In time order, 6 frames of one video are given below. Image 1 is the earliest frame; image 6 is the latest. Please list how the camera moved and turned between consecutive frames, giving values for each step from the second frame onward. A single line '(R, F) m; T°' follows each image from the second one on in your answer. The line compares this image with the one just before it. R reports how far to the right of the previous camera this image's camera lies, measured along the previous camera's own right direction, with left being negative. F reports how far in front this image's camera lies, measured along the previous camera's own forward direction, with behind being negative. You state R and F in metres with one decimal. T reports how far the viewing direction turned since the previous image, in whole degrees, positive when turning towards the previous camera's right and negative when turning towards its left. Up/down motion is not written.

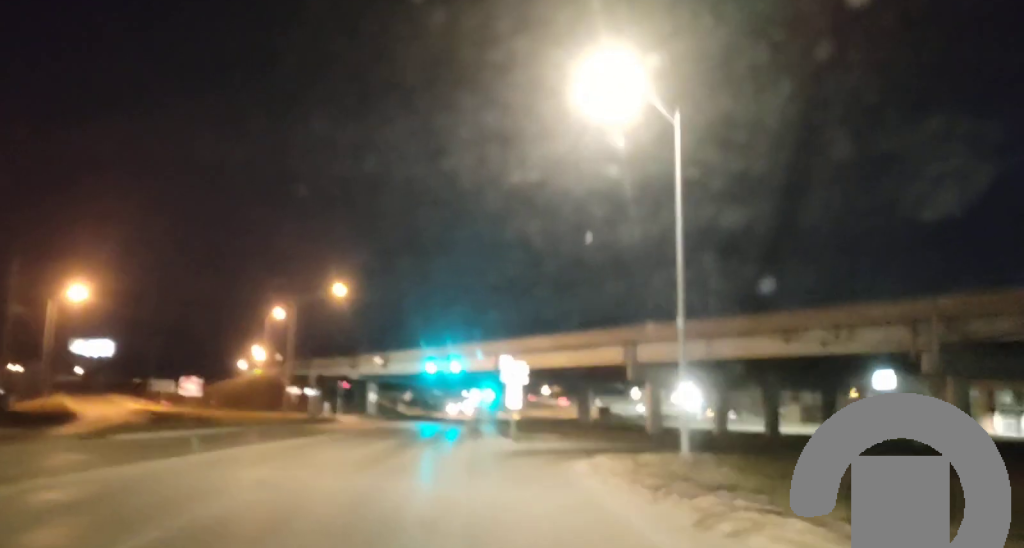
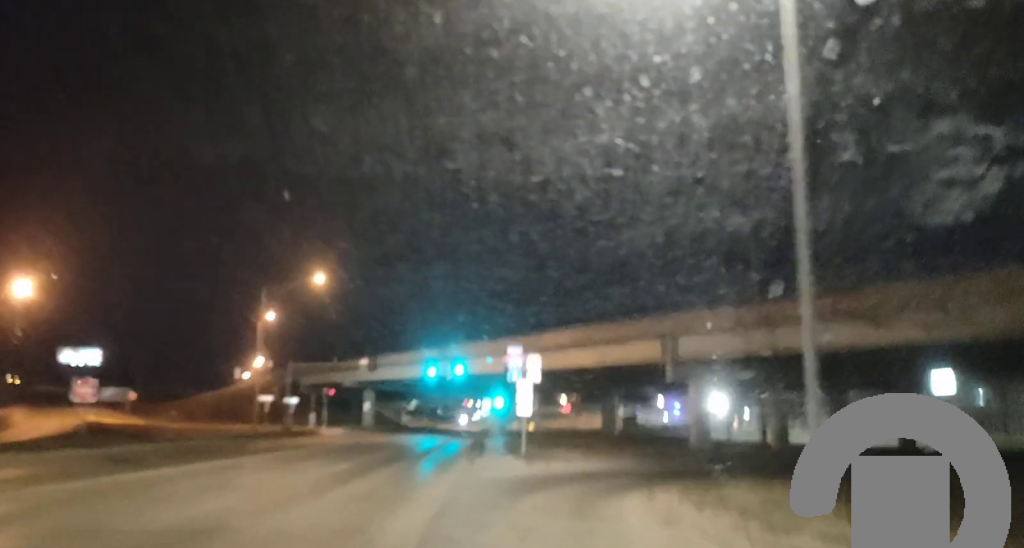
(0.0, +11.4) m; -1°
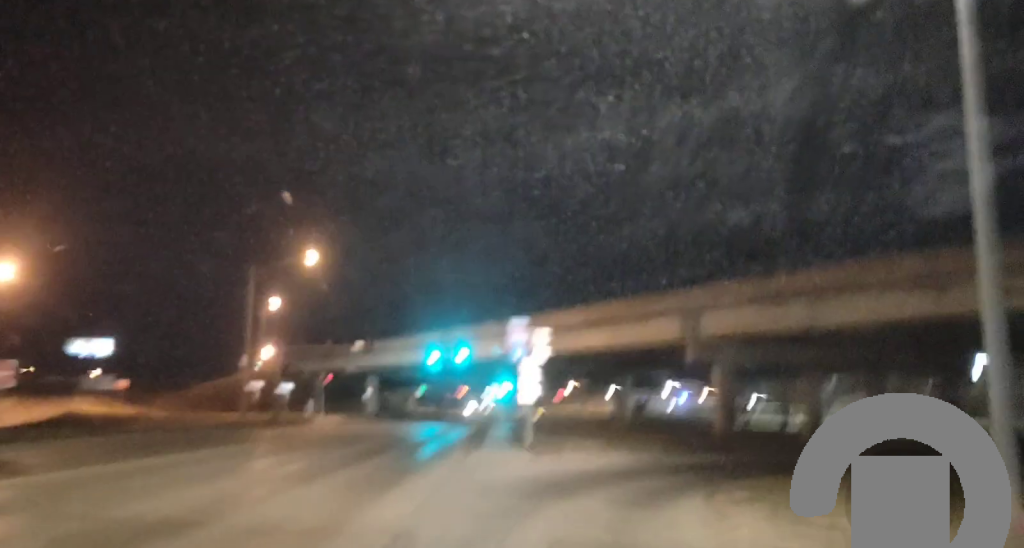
(-0.1, +6.4) m; 0°
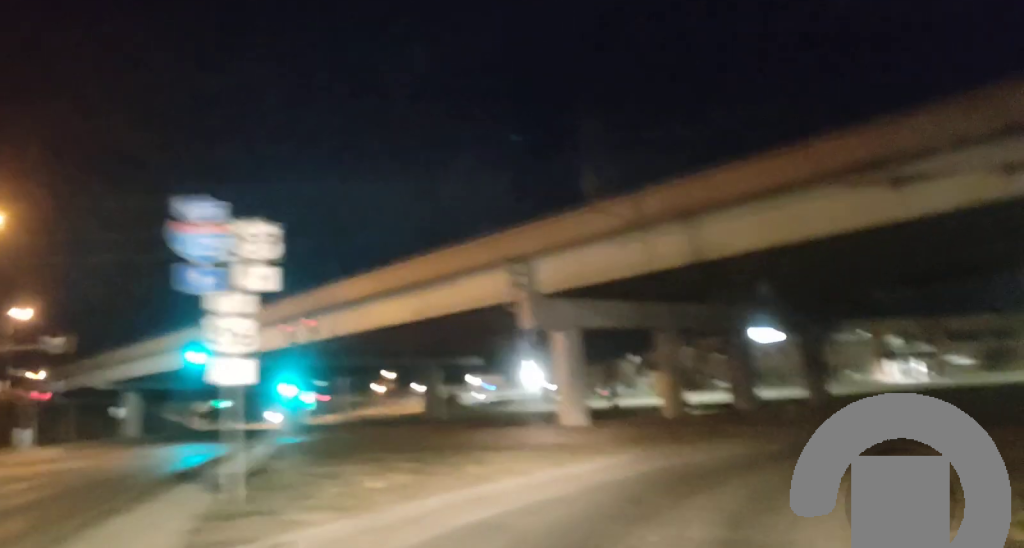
(+1.3, +18.4) m; +14°
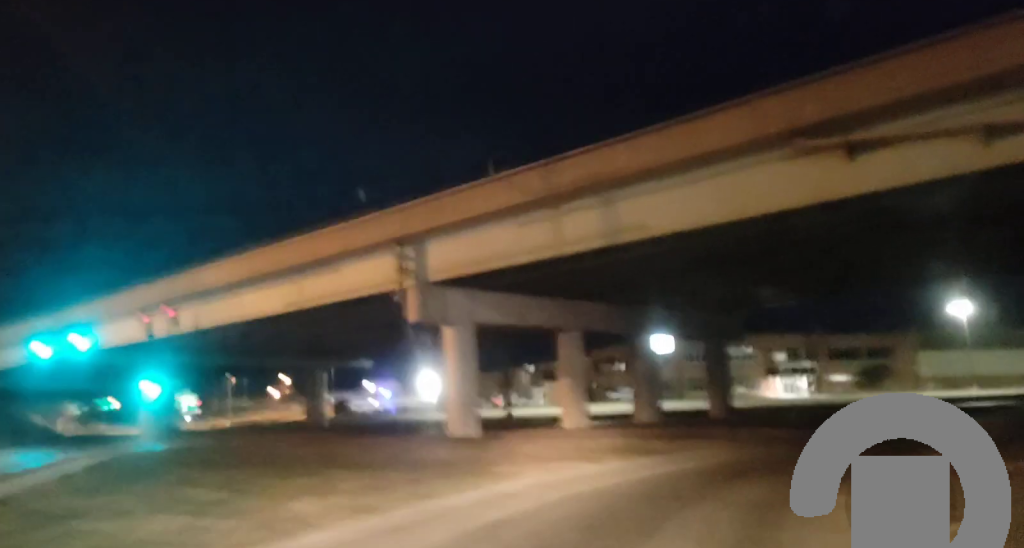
(+0.3, +5.4) m; +7°
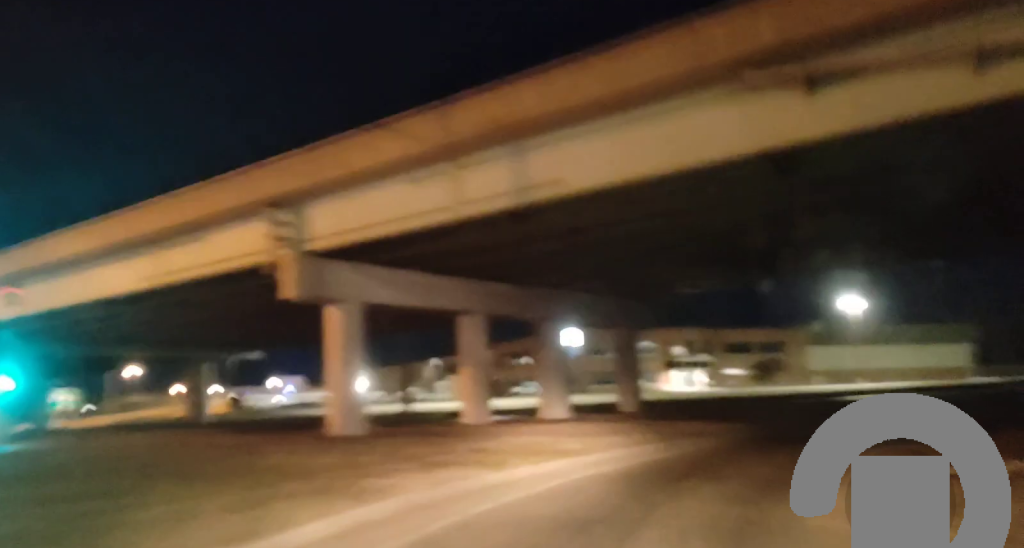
(+0.3, +4.9) m; +4°
